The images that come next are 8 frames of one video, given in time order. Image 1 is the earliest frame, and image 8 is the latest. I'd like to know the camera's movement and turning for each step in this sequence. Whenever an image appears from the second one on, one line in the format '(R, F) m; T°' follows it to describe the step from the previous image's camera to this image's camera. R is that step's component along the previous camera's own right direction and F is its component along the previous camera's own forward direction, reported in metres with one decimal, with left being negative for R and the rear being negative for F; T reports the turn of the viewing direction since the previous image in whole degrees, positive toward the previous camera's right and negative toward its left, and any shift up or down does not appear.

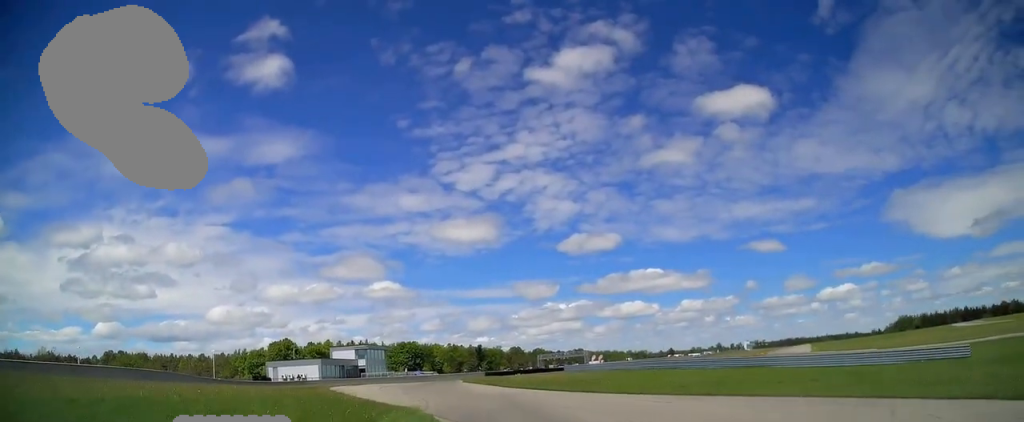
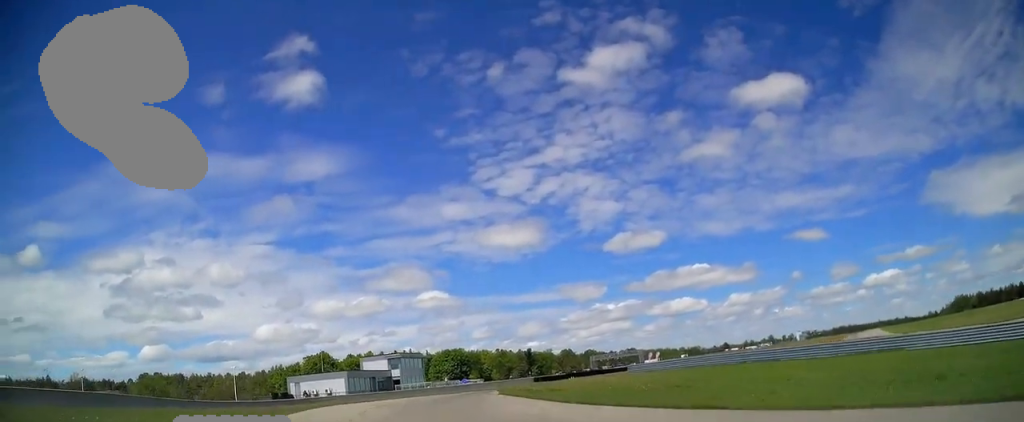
(0.0, +13.3) m; 0°
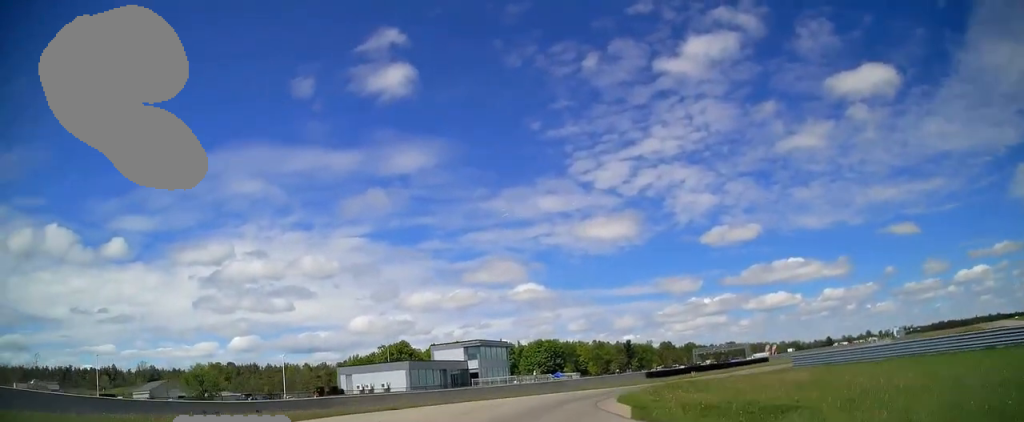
(0.0, +20.3) m; 0°
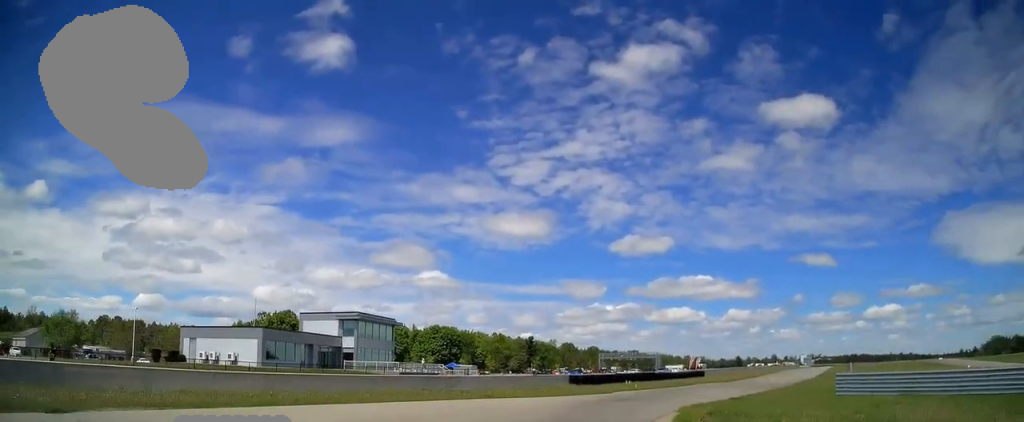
(+0.1, +19.1) m; +2°
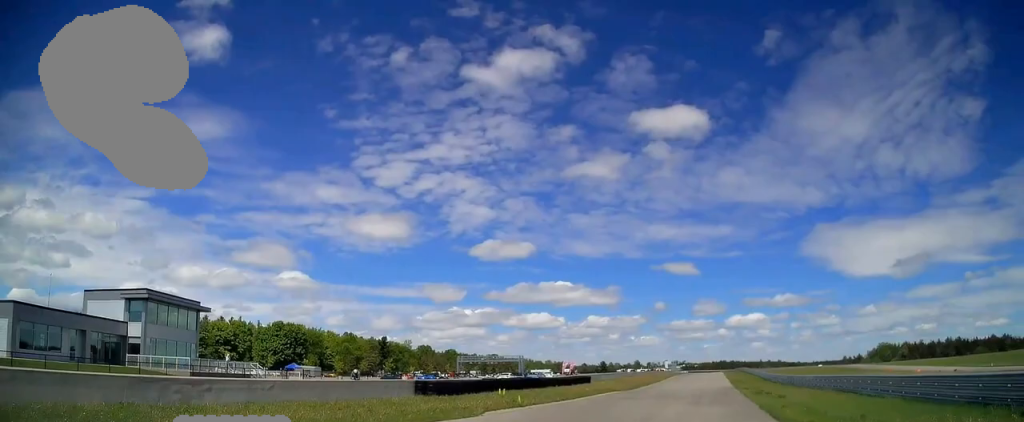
(-0.7, +20.6) m; +8°
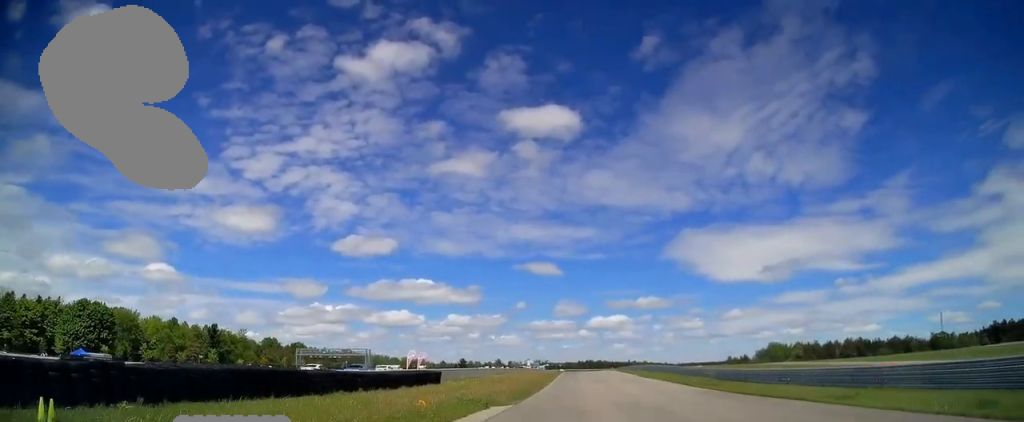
(+6.8, +34.8) m; +16°
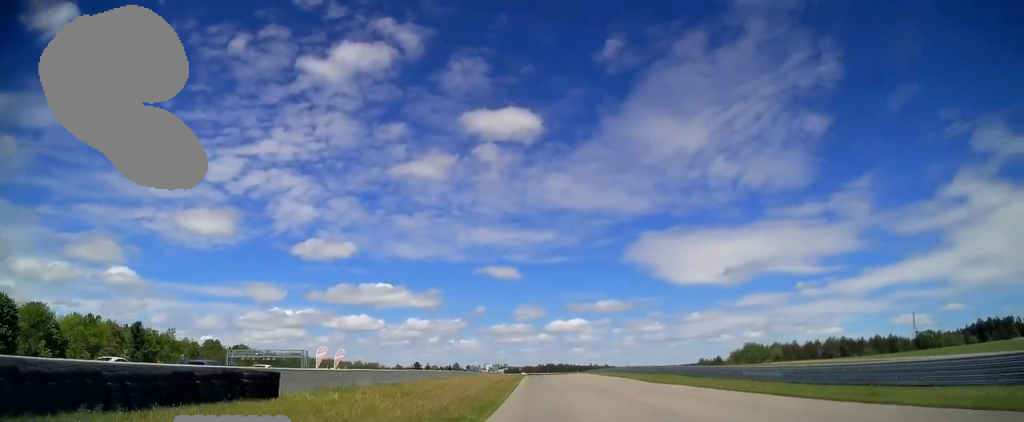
(+1.4, +24.7) m; +5°
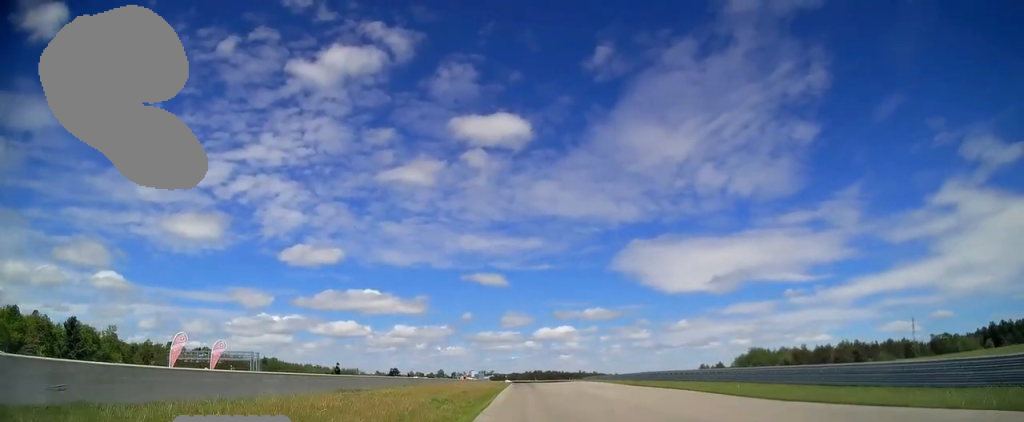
(+0.7, +27.3) m; +1°
